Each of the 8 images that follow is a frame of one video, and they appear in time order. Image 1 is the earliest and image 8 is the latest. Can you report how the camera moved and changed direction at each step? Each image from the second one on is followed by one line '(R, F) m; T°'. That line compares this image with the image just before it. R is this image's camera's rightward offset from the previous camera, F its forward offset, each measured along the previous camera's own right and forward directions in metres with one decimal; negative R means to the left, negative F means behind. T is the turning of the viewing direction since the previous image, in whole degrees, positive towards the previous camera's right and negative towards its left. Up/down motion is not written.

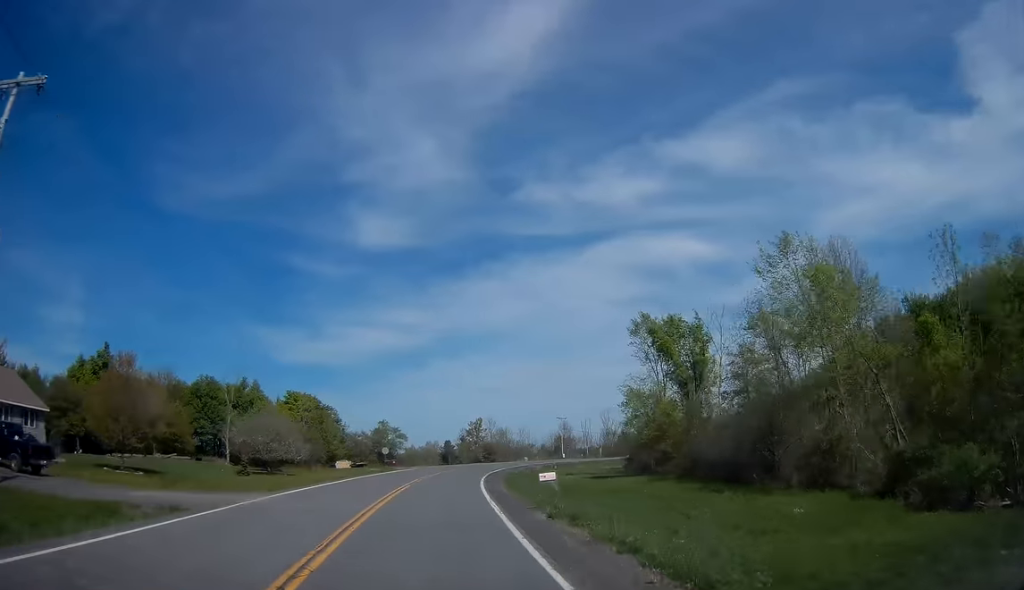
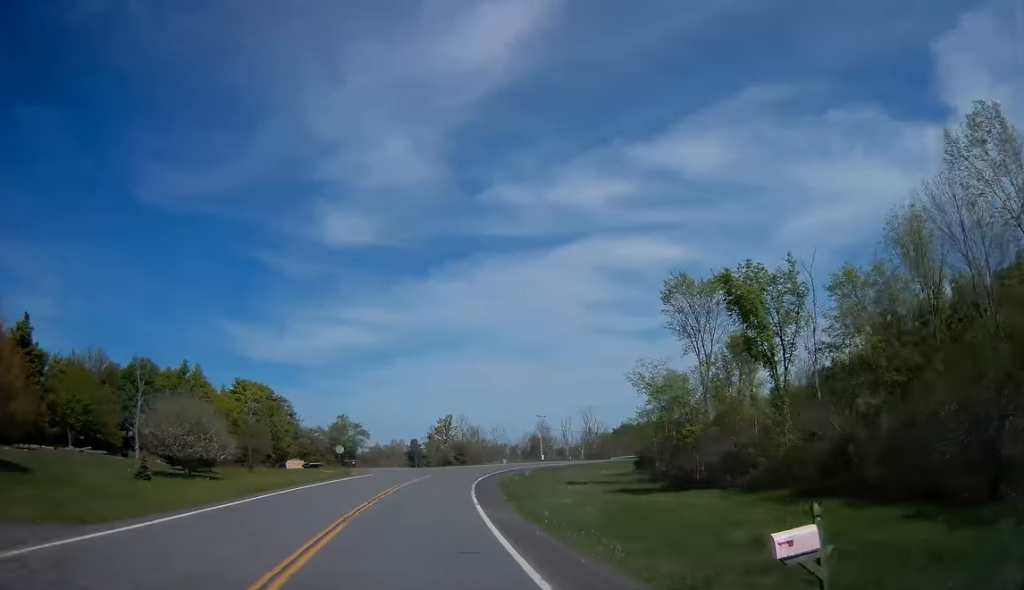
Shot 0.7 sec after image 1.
(+0.6, +14.8) m; +3°
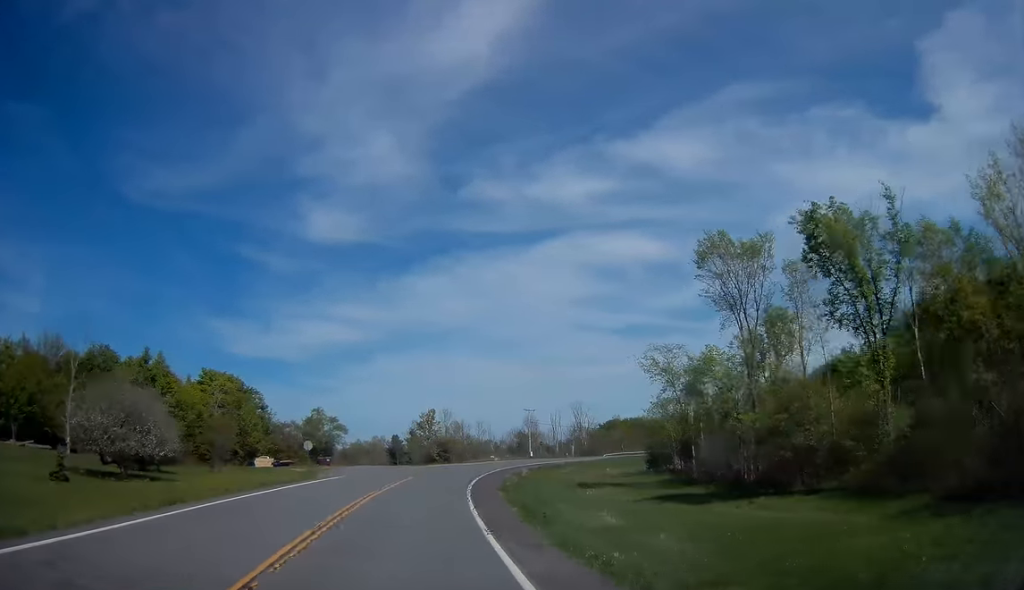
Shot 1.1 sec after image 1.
(+0.2, +8.4) m; +2°
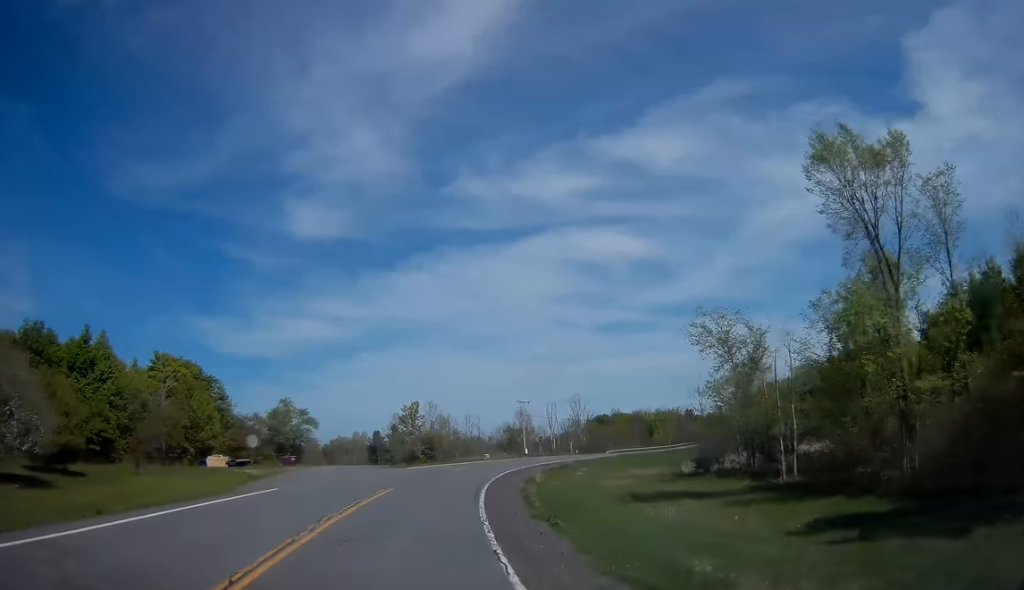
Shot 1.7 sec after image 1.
(-0.1, +13.2) m; +3°
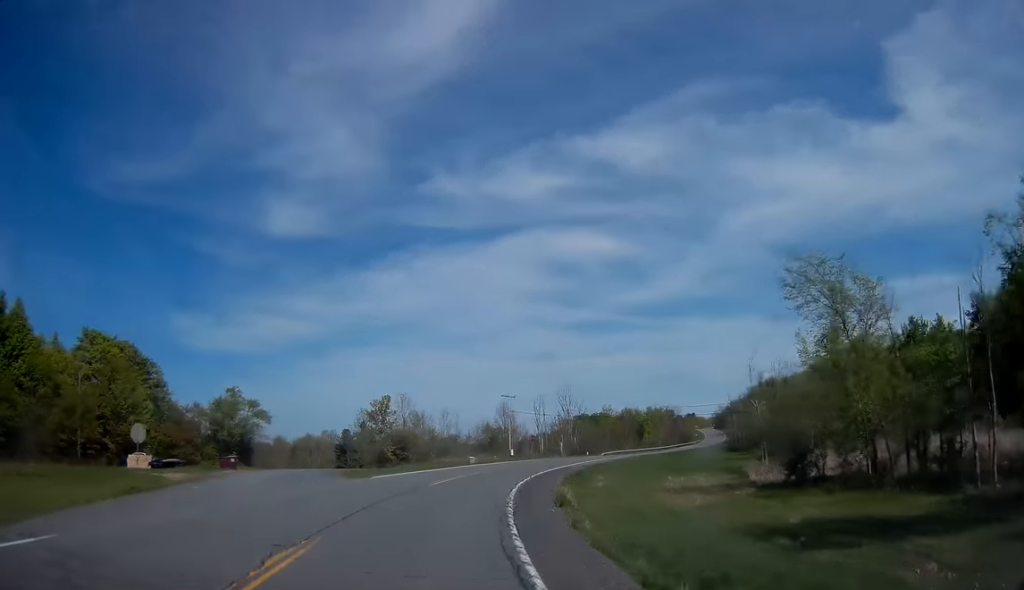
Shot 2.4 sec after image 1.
(+0.9, +14.5) m; +3°
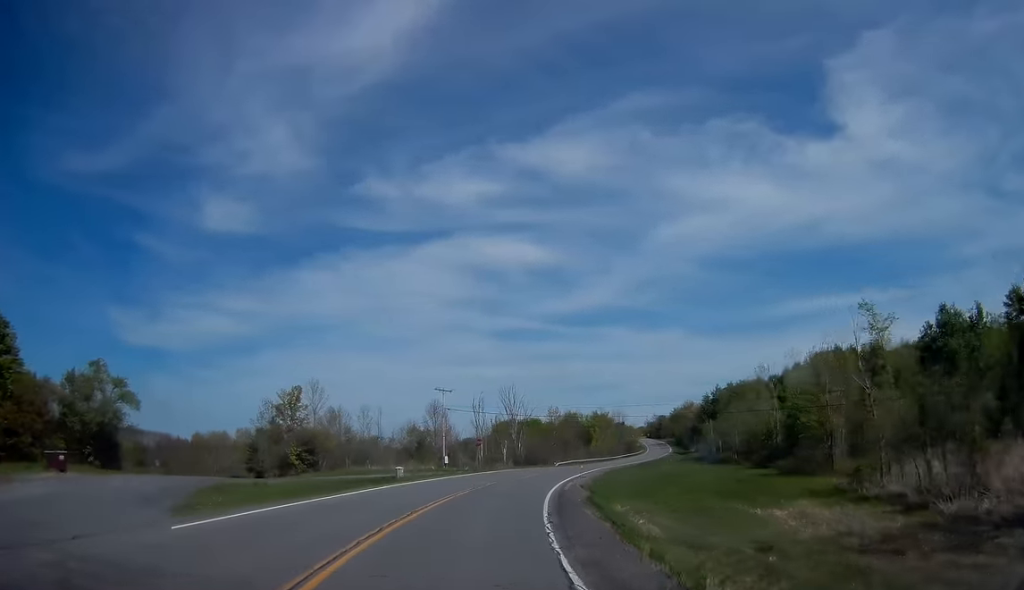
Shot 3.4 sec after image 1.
(+0.4, +20.5) m; +3°
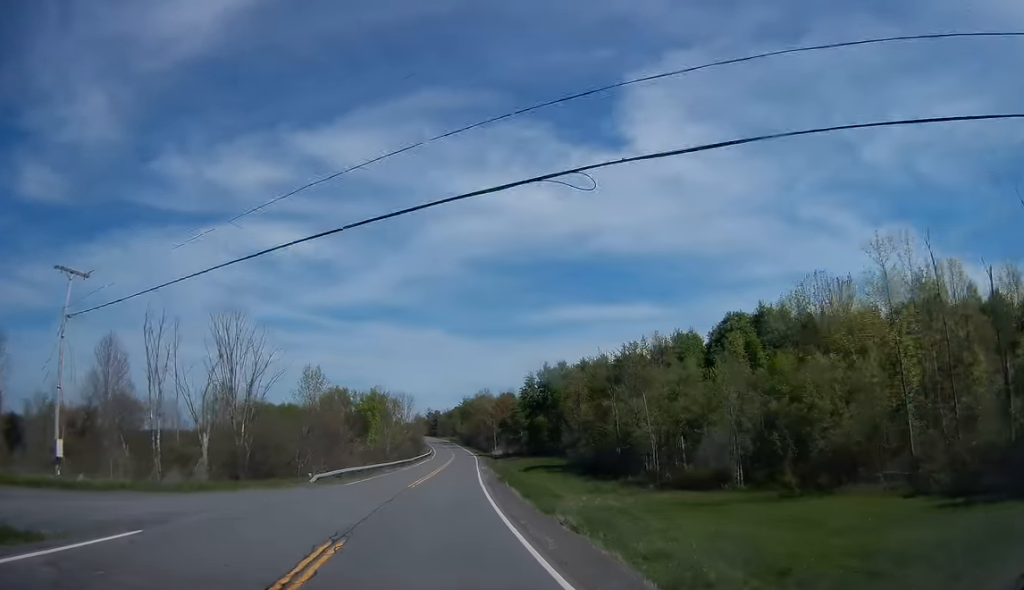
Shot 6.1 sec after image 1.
(+8.6, +51.3) m; +21°
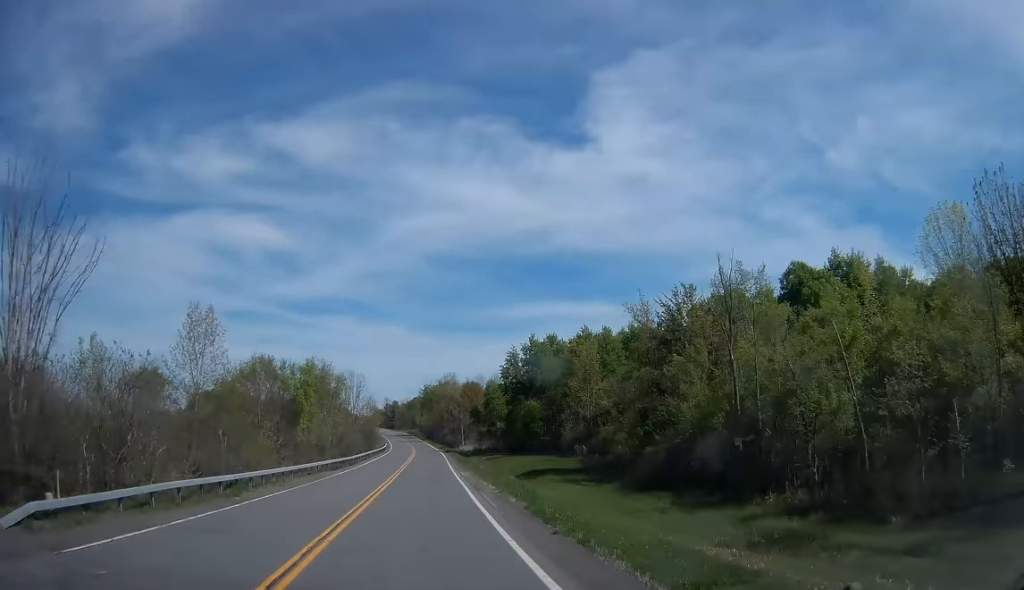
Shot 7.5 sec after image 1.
(+1.9, +24.9) m; +7°
